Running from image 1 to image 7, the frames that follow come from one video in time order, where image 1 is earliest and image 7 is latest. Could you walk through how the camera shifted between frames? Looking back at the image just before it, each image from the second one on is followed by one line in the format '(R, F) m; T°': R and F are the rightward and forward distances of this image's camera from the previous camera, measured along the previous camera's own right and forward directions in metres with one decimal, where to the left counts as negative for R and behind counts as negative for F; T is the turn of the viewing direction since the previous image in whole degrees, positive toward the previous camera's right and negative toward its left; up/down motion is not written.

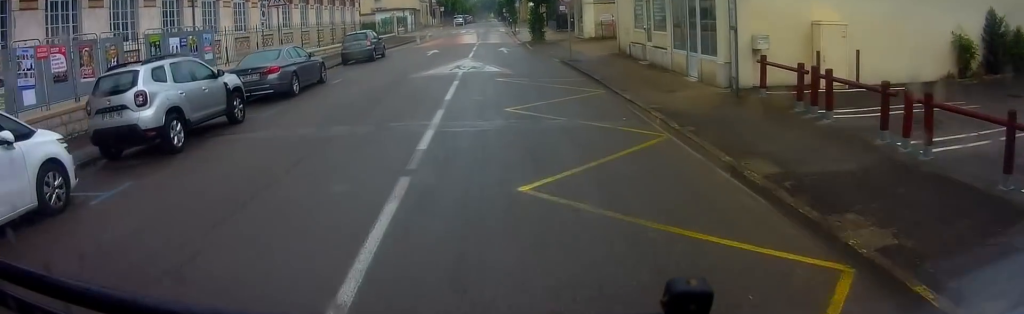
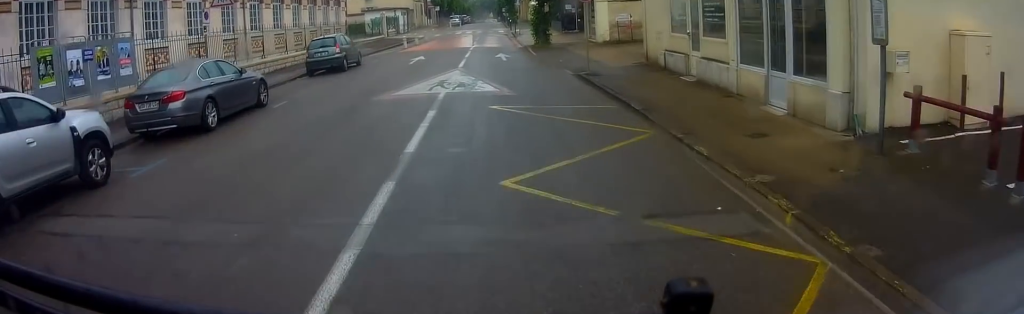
(-0.3, +4.0) m; -4°
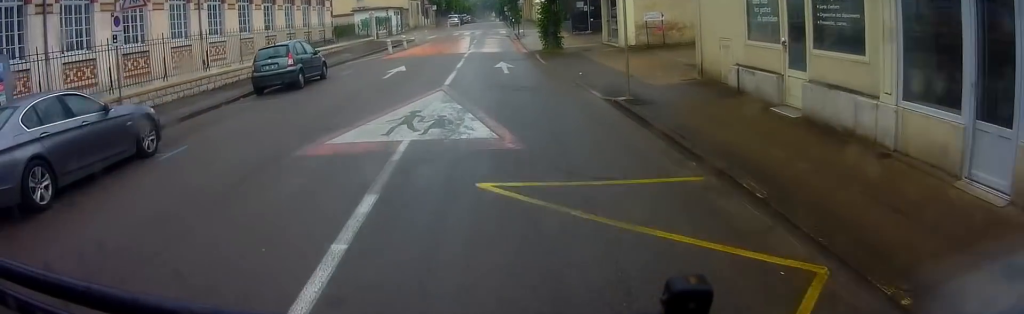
(-0.1, +4.7) m; +1°
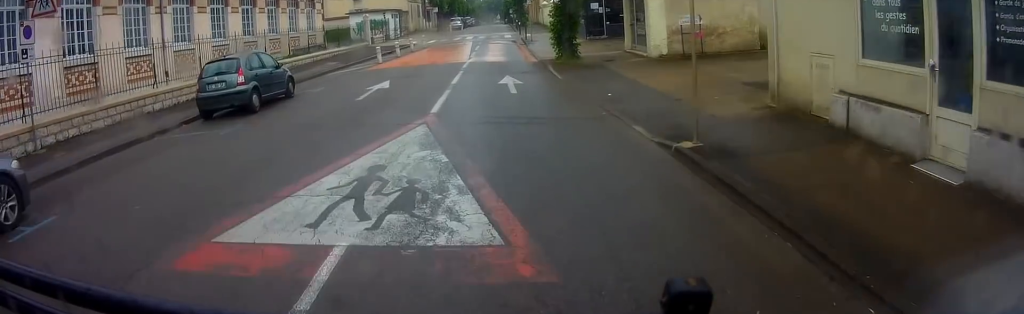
(-0.1, +3.4) m; +1°
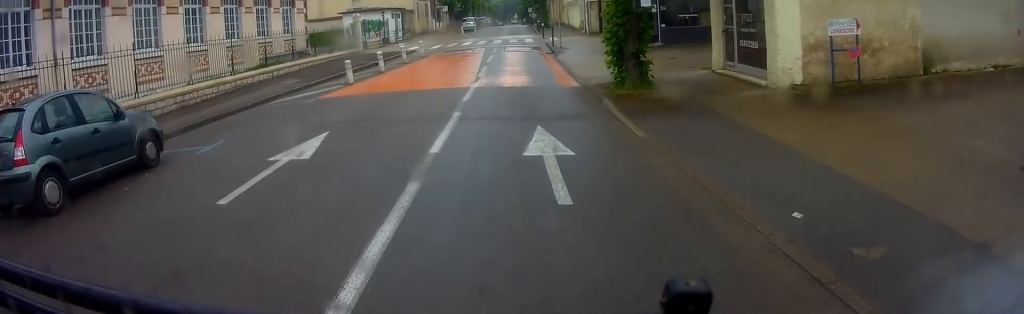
(0.0, +7.5) m; -5°
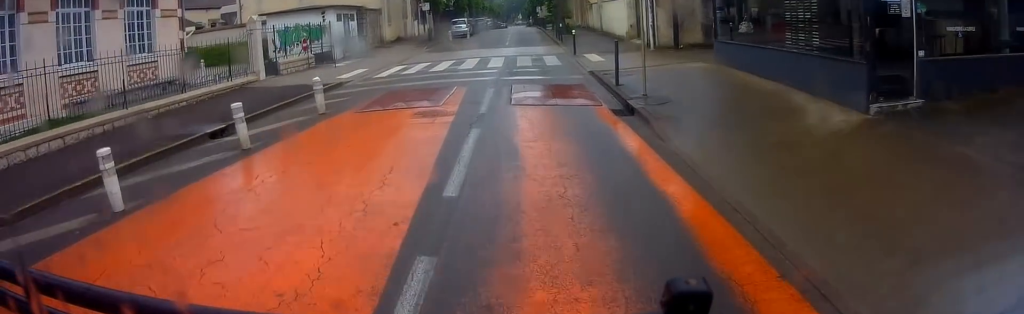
(-0.3, +15.9) m; +1°
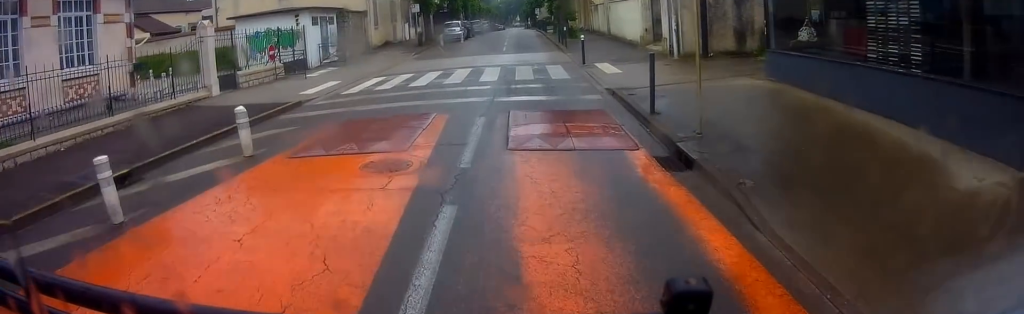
(0.0, +3.9) m; +2°
